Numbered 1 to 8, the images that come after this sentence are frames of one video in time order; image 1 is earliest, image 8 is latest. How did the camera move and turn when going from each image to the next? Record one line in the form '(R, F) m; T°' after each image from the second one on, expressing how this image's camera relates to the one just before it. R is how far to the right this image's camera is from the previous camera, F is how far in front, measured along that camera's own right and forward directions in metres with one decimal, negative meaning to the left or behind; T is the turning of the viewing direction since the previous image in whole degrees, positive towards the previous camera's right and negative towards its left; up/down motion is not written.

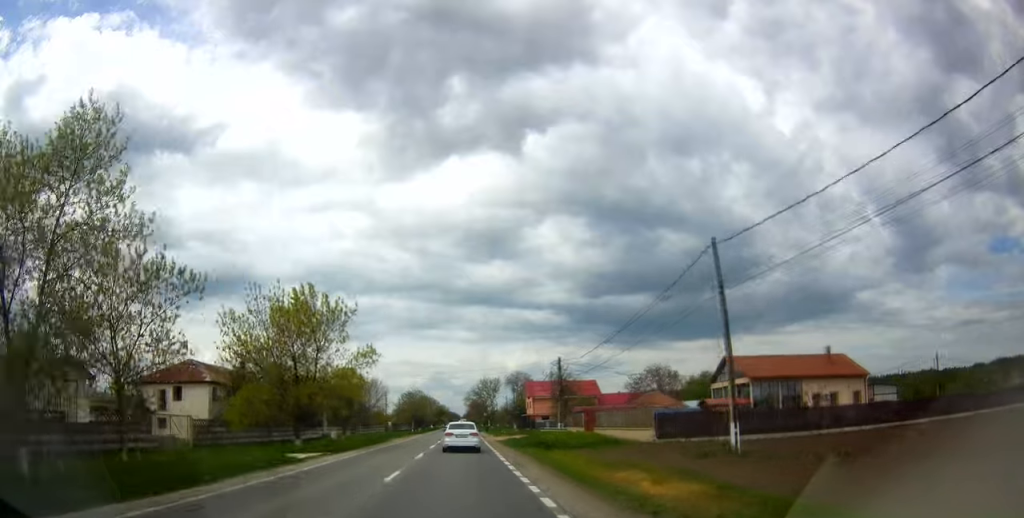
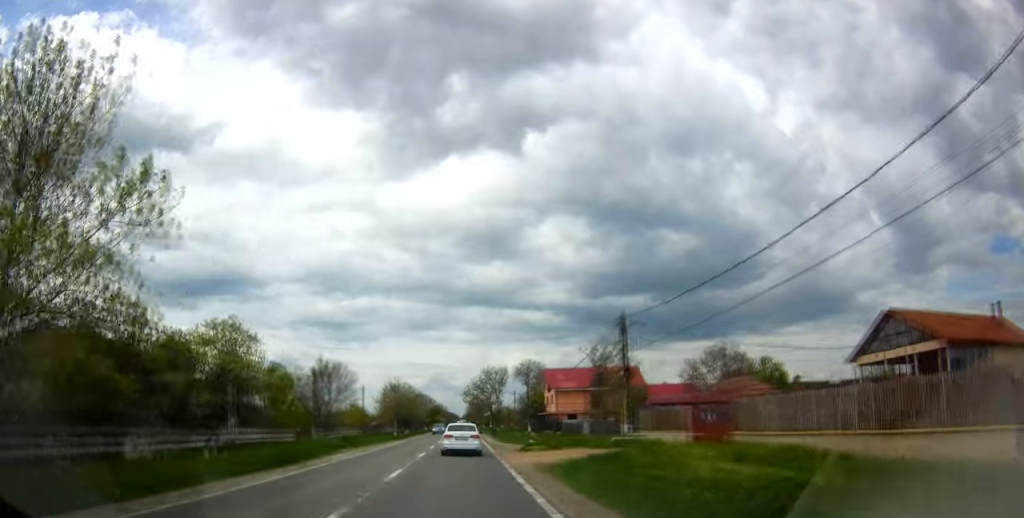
(+0.1, +26.2) m; 0°
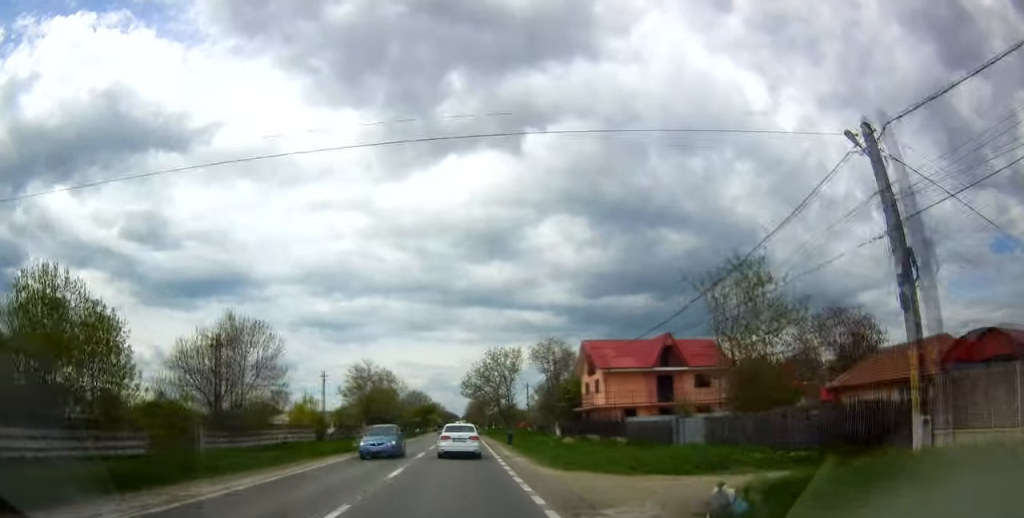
(-0.3, +25.2) m; 0°
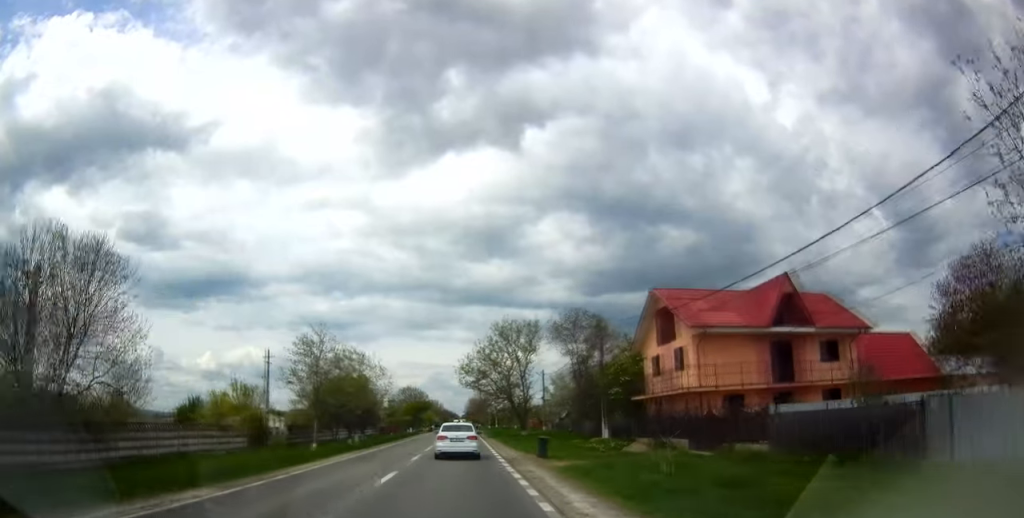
(+0.1, +18.4) m; -1°
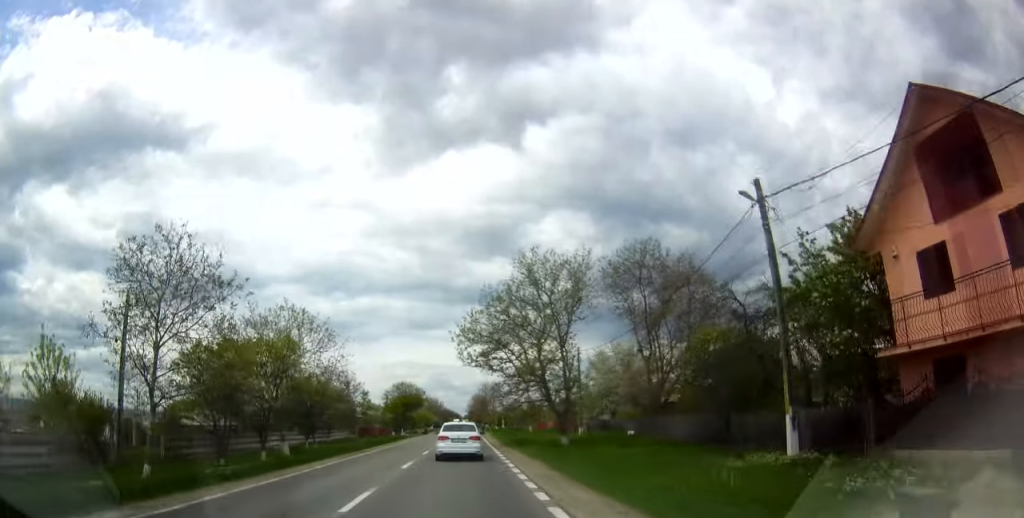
(-0.5, +24.1) m; 0°
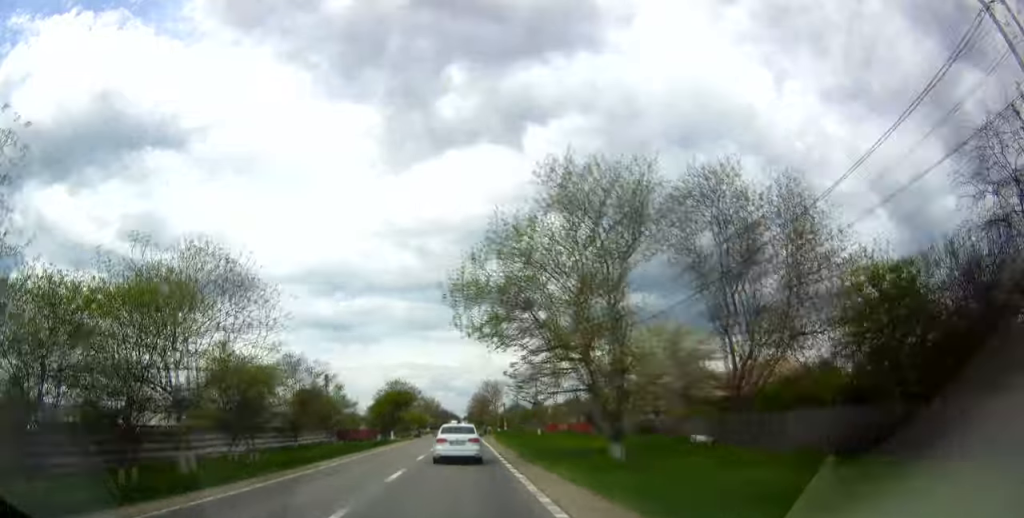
(+0.1, +14.3) m; +1°
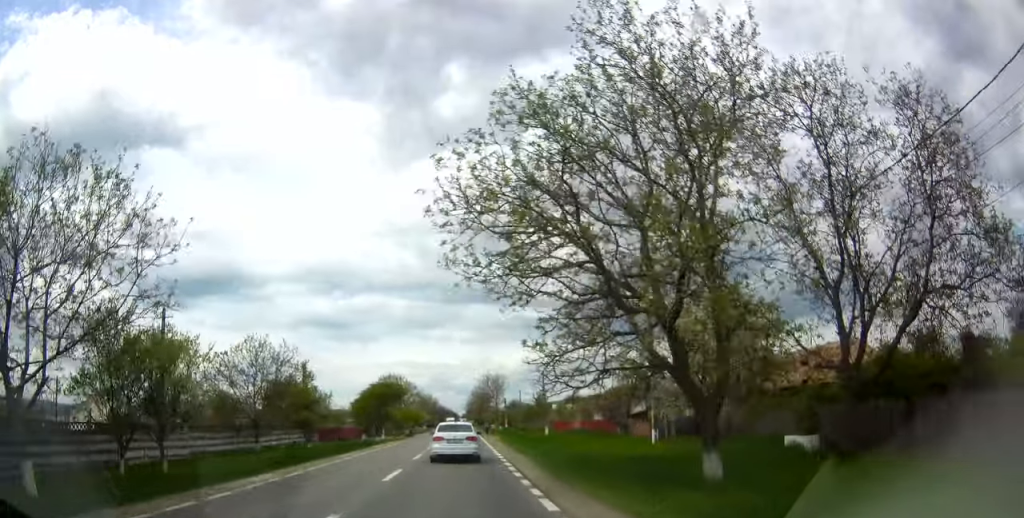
(+0.1, +10.7) m; 0°
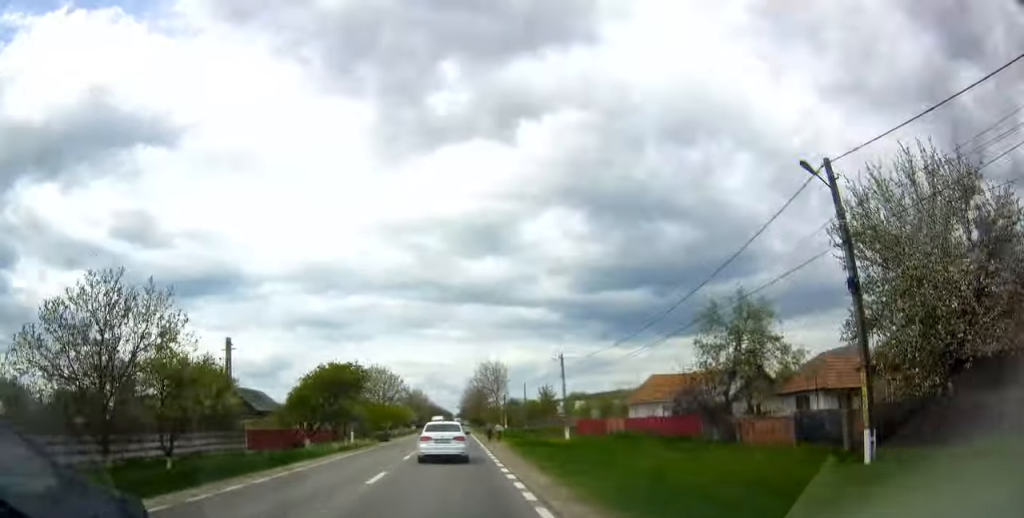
(+0.2, +21.3) m; +1°
